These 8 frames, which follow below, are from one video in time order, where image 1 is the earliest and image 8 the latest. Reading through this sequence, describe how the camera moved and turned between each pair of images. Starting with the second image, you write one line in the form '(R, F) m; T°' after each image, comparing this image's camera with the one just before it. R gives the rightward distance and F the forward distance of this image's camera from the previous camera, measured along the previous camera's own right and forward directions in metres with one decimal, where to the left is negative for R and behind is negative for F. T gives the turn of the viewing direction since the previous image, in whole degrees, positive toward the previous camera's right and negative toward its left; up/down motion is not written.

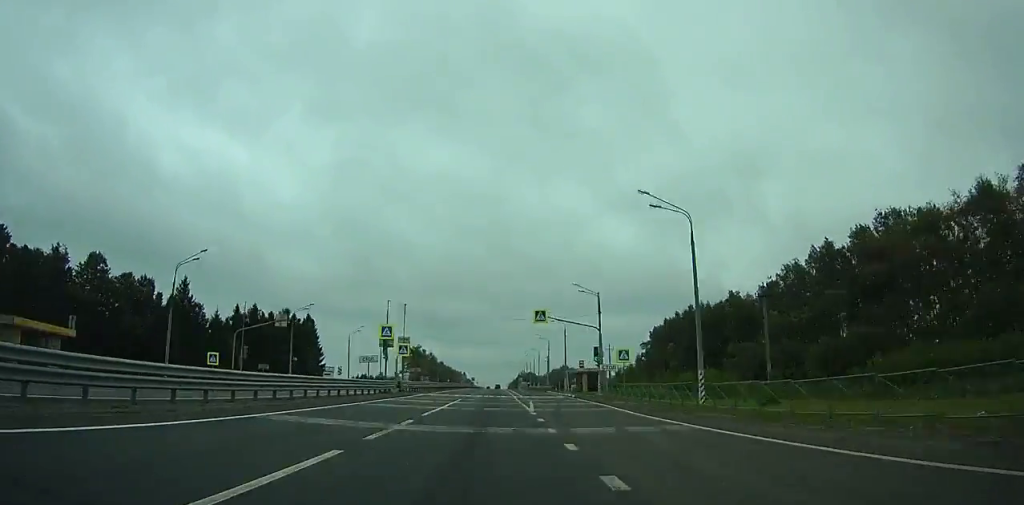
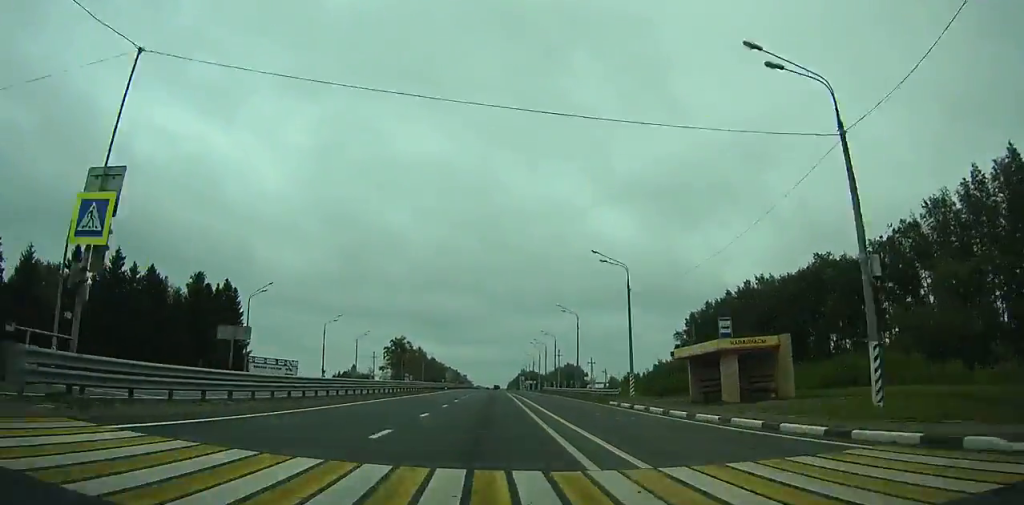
(-0.1, +45.6) m; 0°
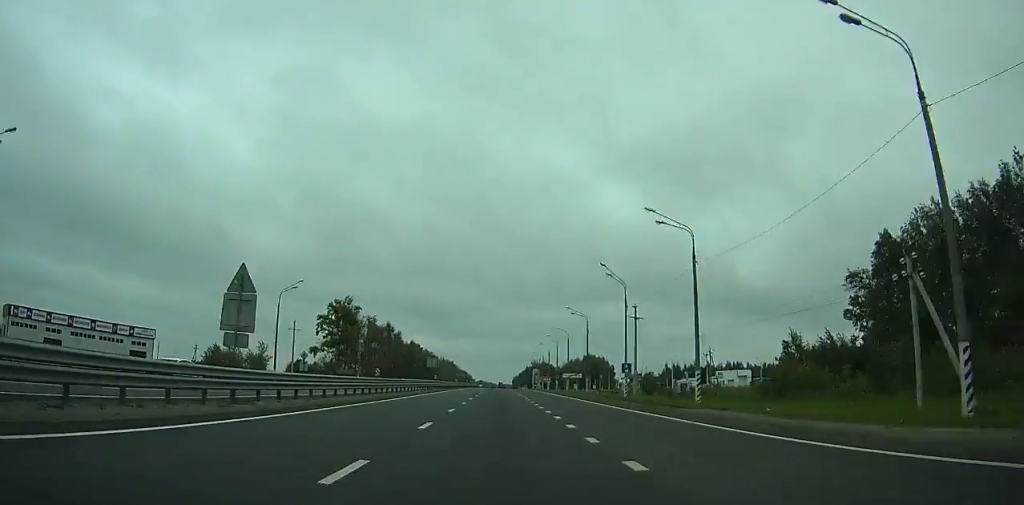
(-0.8, +92.6) m; -1°
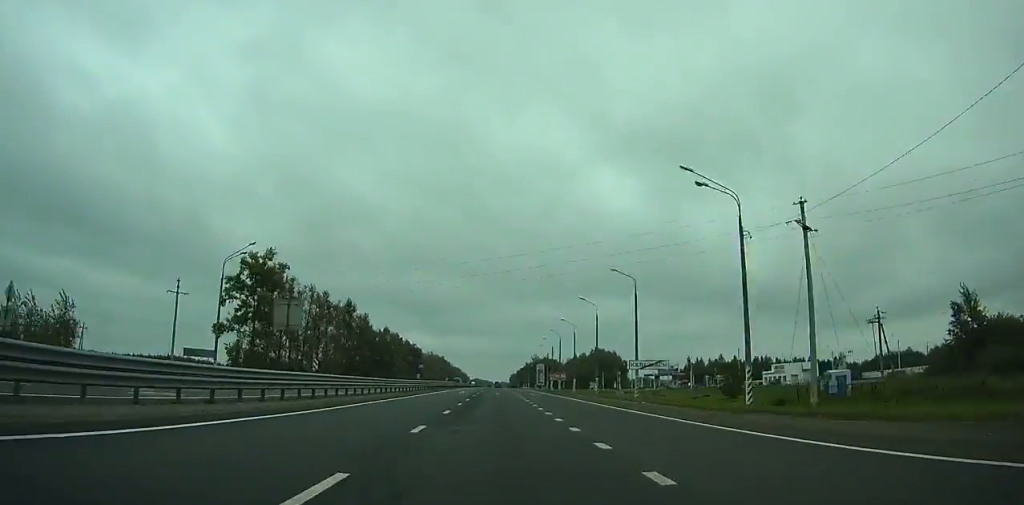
(+0.1, +49.6) m; 0°
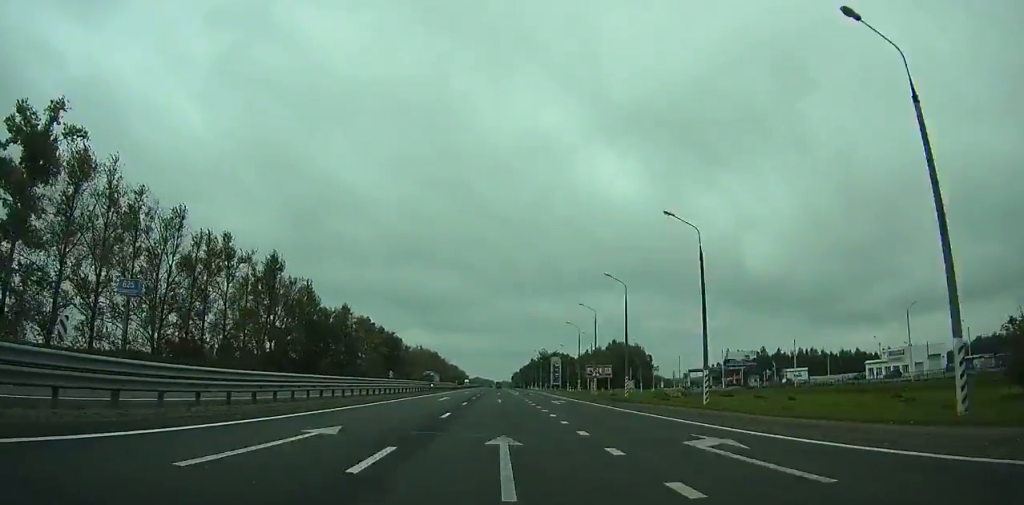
(+0.1, +52.3) m; 0°
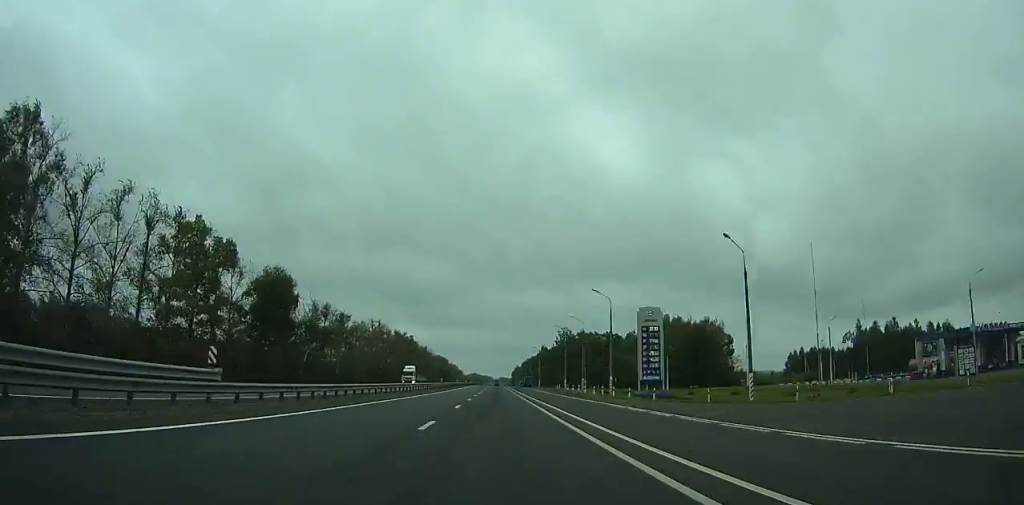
(+0.2, +101.6) m; 0°
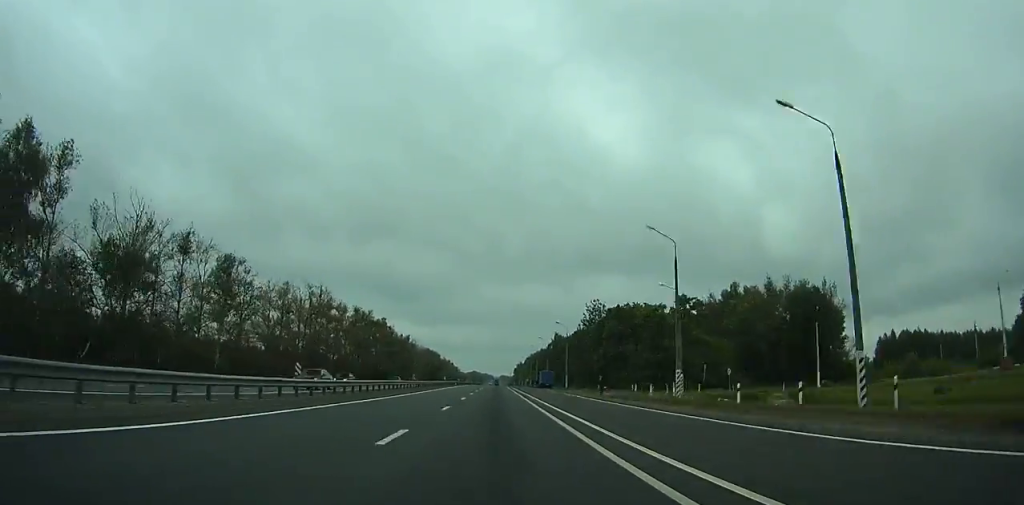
(+0.1, +63.5) m; 0°
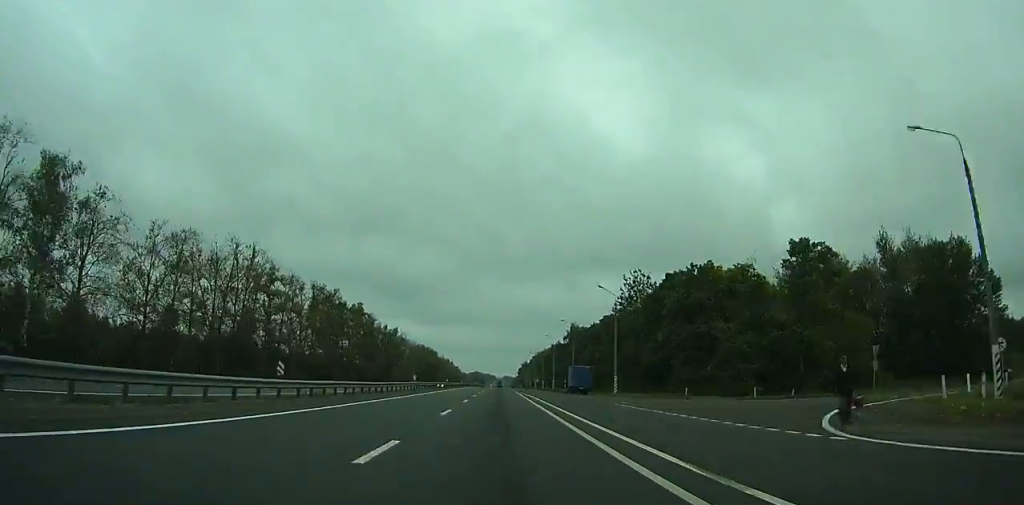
(0.0, +38.0) m; 0°
